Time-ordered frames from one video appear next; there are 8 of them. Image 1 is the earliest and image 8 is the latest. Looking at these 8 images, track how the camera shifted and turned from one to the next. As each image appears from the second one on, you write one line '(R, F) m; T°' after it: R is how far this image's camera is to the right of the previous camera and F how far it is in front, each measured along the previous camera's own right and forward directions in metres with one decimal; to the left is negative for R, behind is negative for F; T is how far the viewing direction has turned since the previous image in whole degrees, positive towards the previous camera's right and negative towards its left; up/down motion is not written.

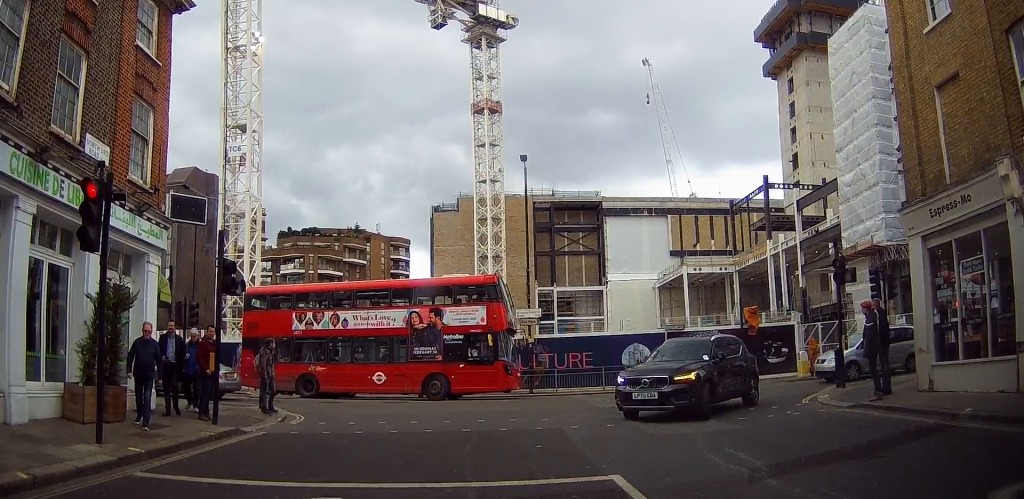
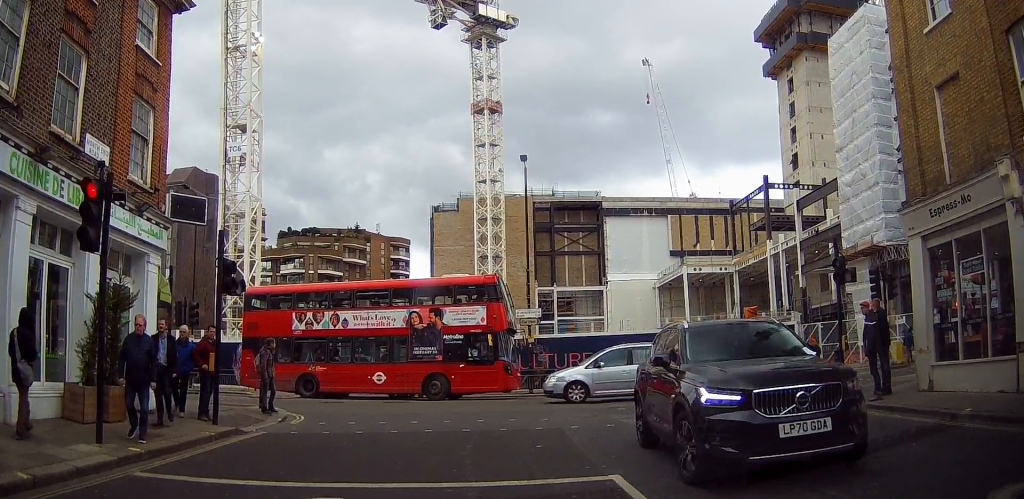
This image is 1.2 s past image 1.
(0.0, 0.0) m; 0°
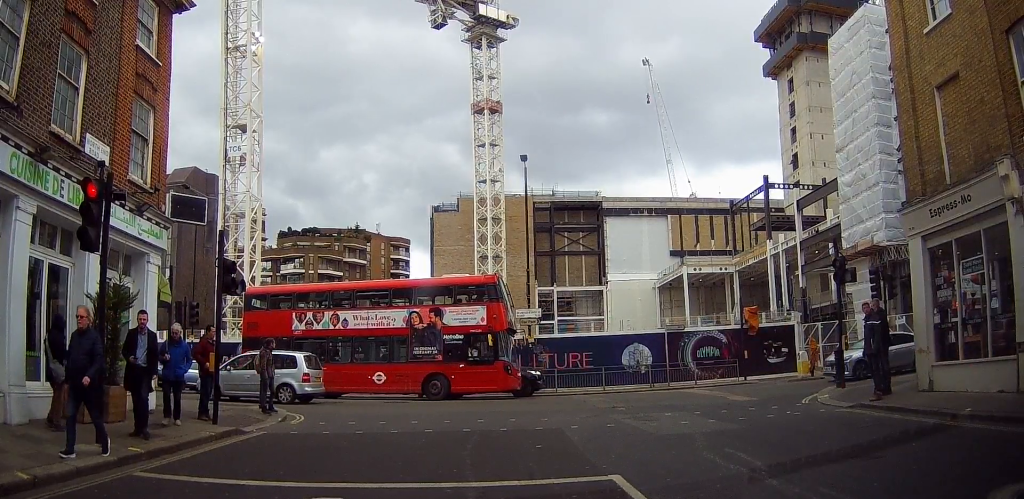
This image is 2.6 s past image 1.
(0.0, 0.0) m; 0°
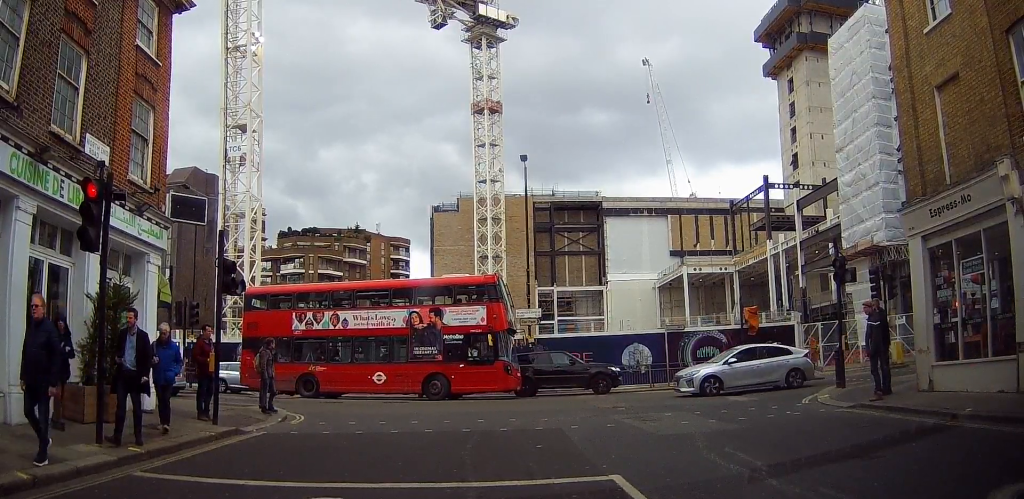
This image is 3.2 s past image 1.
(0.0, 0.0) m; 0°
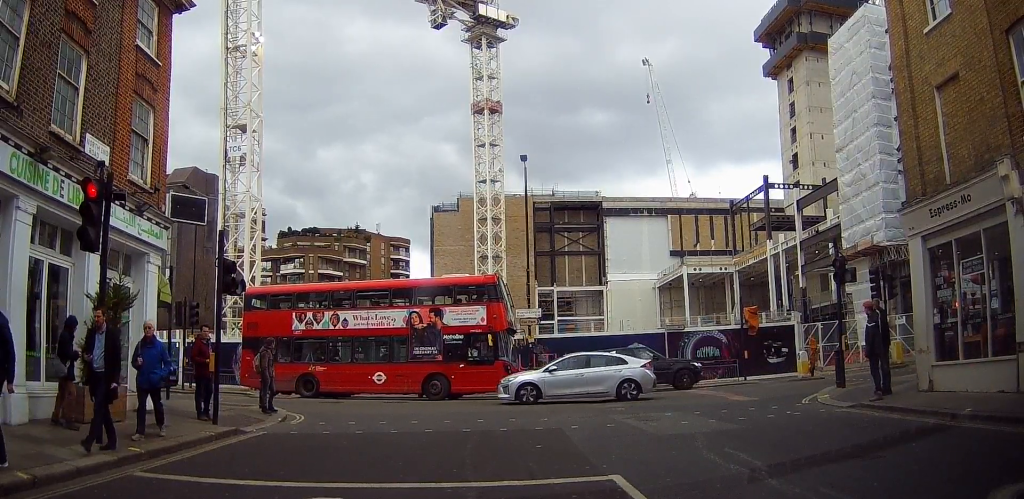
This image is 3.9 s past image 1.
(0.0, 0.0) m; 0°
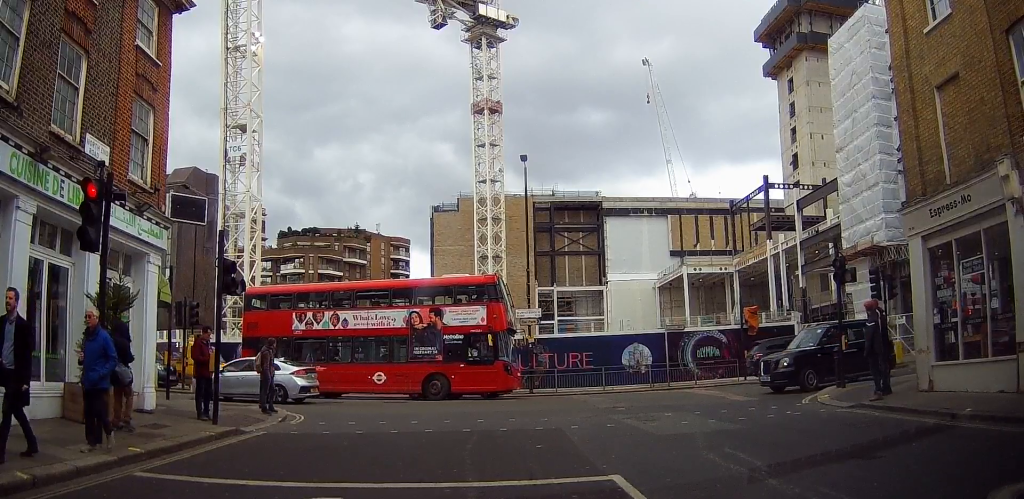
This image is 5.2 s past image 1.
(0.0, 0.0) m; 0°
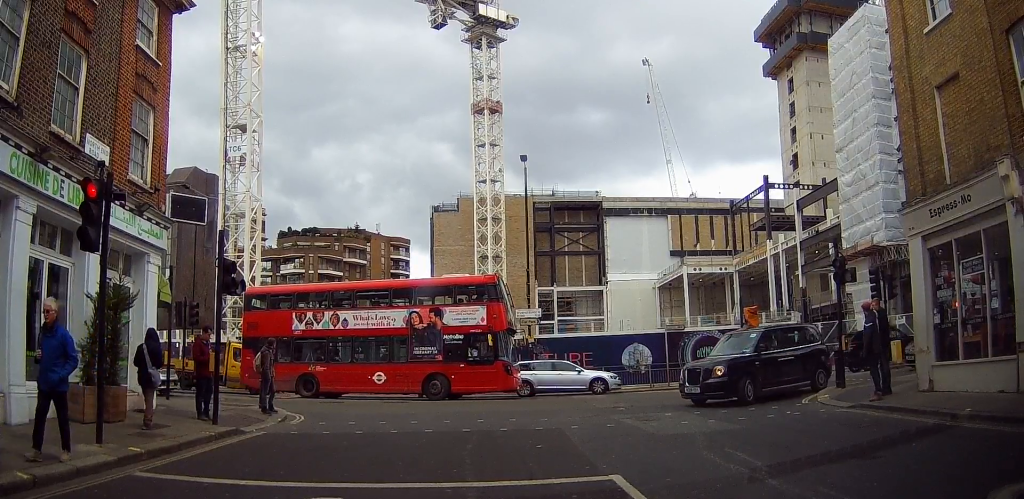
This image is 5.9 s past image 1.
(0.0, 0.0) m; 0°
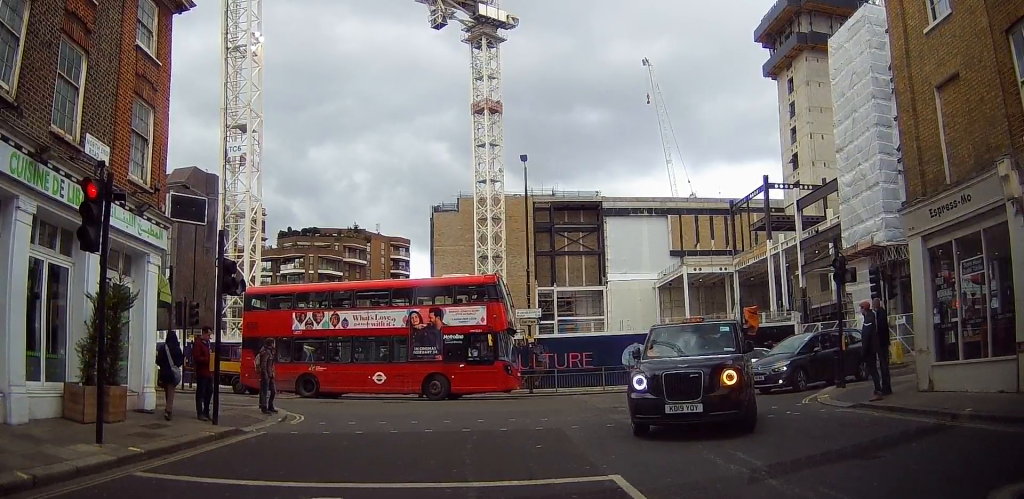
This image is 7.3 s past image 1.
(0.0, 0.0) m; 0°
